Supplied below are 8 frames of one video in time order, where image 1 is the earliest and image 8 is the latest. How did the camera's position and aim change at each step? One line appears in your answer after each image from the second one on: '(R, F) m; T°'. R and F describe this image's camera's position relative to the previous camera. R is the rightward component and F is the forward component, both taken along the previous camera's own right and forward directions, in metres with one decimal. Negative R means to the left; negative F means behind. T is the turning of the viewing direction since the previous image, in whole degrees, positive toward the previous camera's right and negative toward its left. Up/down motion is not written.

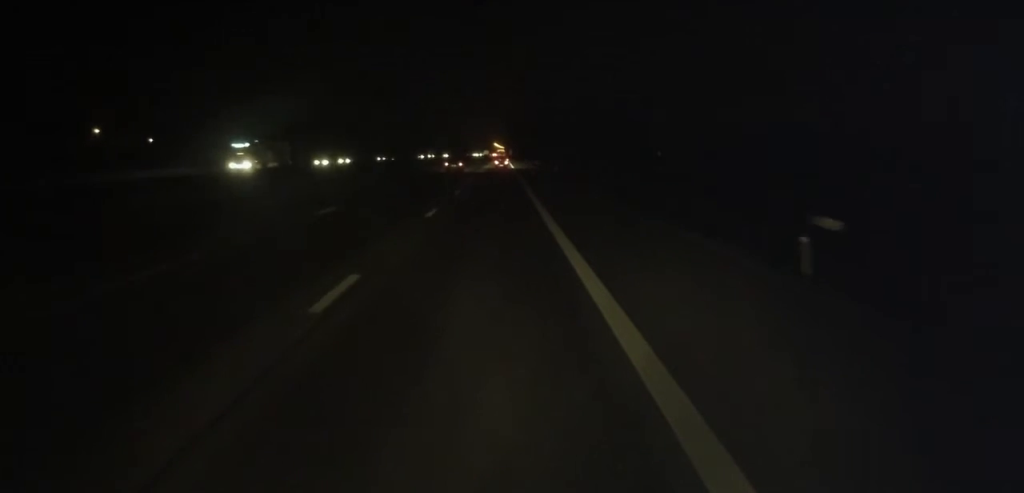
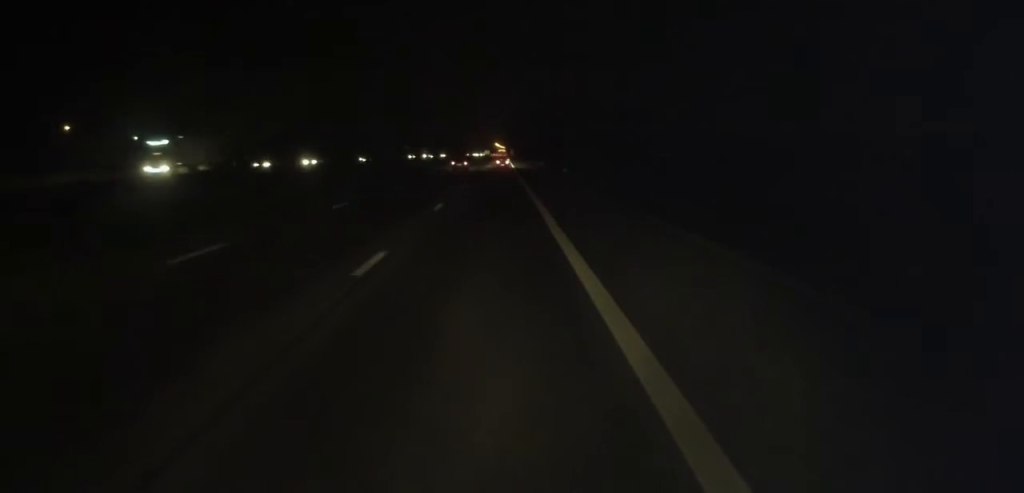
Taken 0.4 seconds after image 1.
(+0.3, +10.2) m; +1°
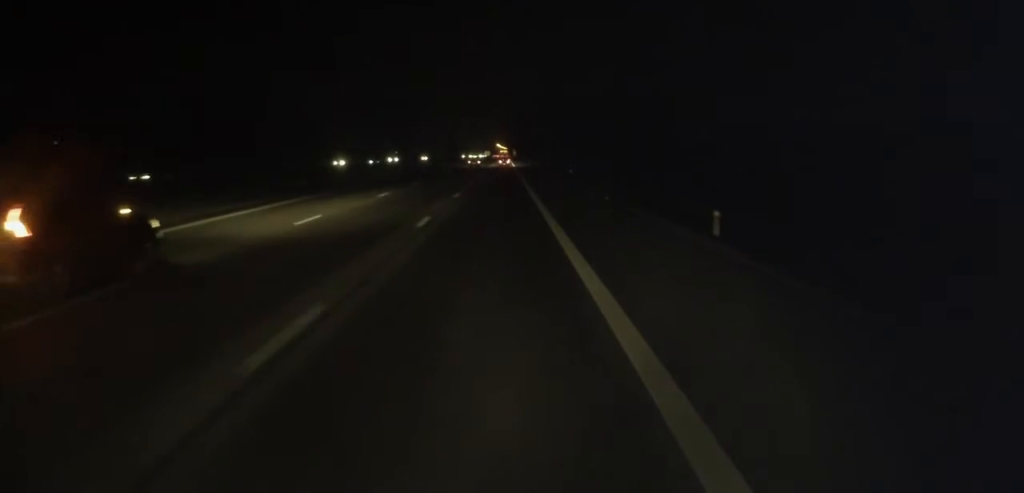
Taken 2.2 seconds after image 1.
(-1.1, +42.4) m; -2°
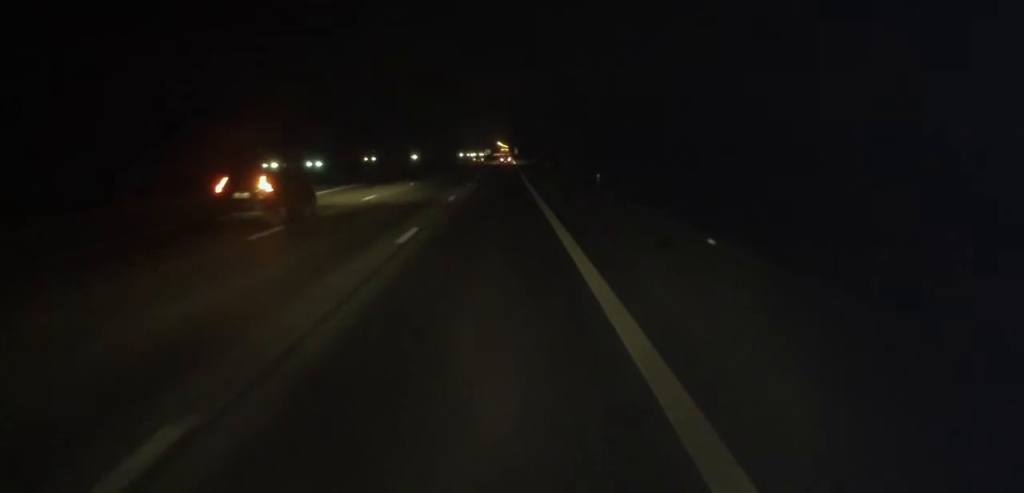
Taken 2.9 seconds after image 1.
(0.0, +16.5) m; 0°
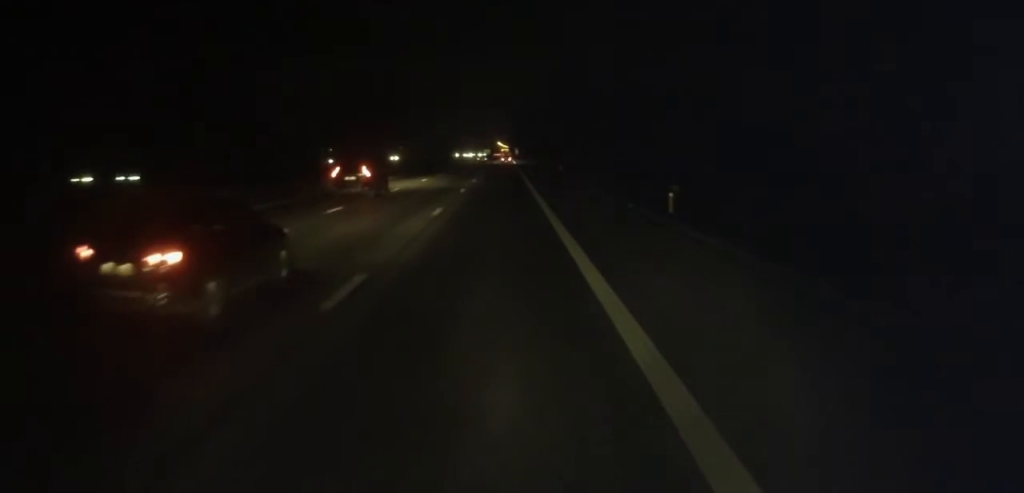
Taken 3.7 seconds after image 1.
(0.0, +18.9) m; 0°
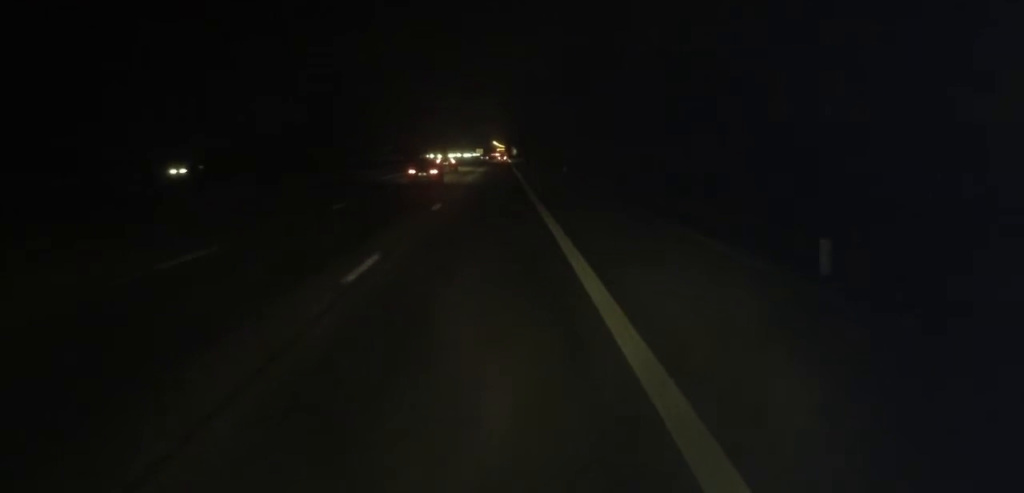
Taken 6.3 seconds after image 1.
(+1.2, +61.4) m; +1°
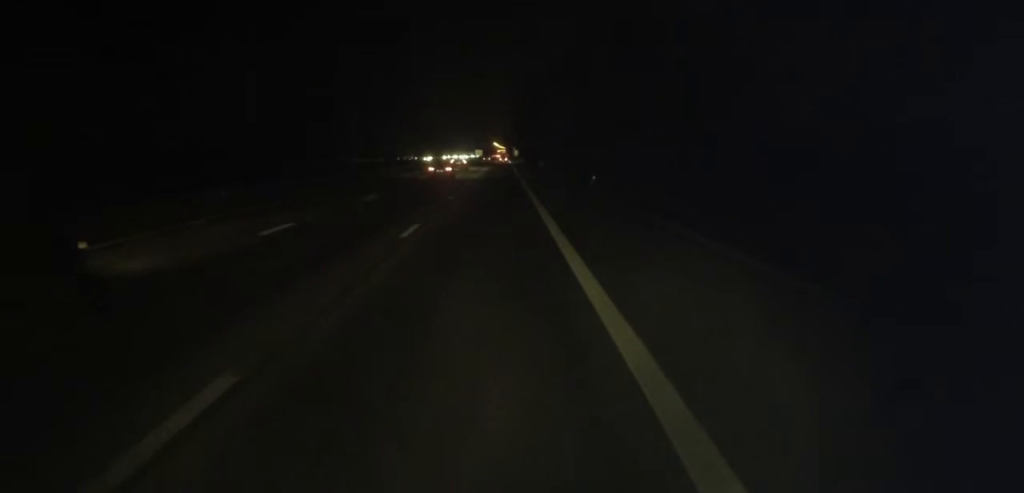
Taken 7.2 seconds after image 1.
(-0.5, +19.6) m; -1°
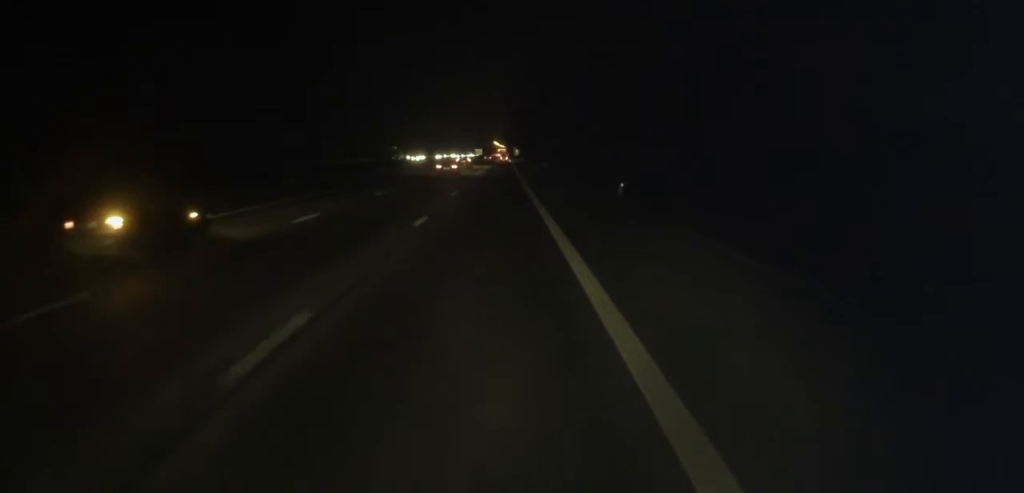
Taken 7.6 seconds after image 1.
(-0.1, +10.2) m; 0°
